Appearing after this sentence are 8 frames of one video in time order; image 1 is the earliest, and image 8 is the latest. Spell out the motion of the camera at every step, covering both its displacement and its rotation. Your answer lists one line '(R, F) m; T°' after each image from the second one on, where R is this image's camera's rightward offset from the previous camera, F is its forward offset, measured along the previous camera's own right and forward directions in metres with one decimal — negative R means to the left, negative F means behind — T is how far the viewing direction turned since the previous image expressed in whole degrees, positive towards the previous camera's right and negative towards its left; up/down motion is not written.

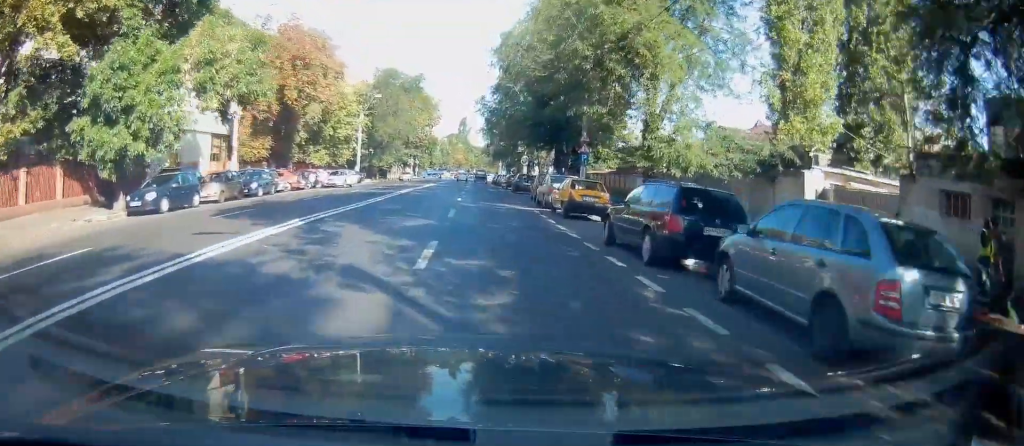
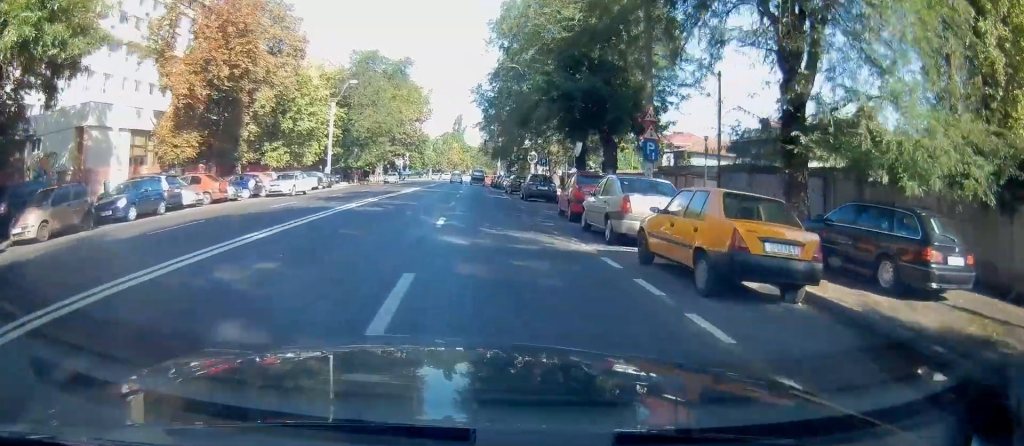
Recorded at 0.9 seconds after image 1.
(-0.1, +12.2) m; 0°
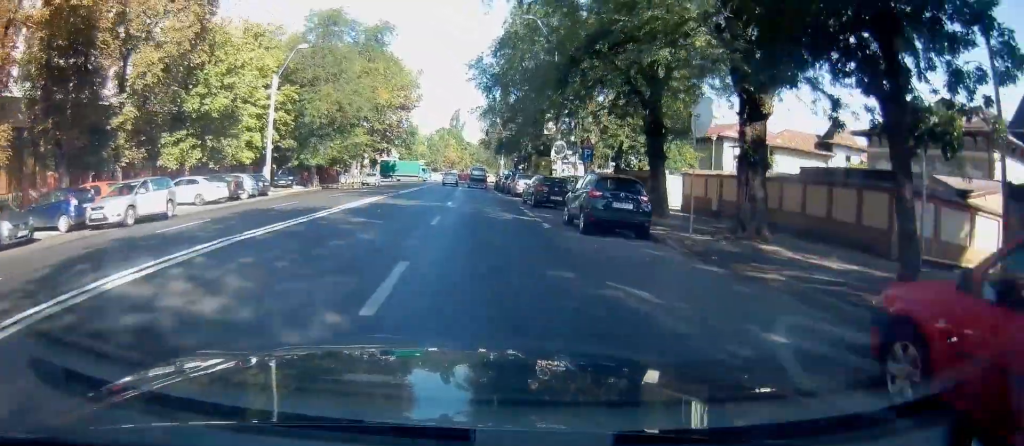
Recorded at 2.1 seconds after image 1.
(+0.3, +17.0) m; +1°
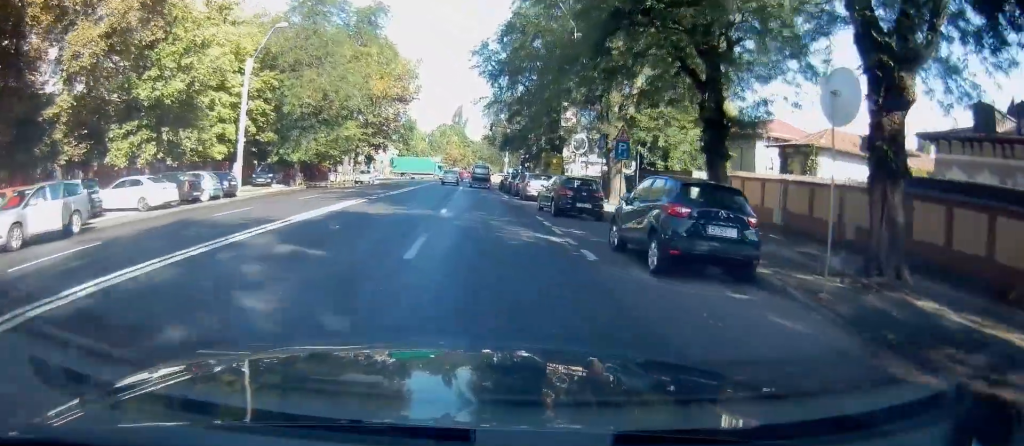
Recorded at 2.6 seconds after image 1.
(-0.1, +5.9) m; 0°
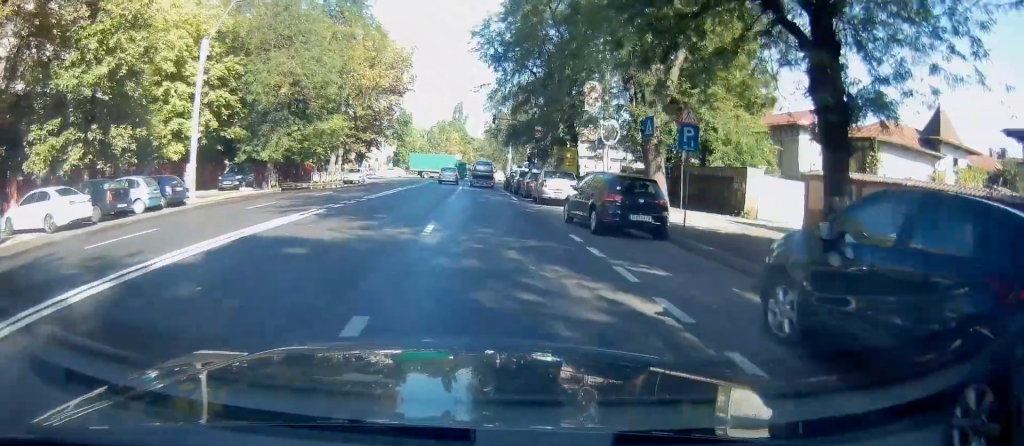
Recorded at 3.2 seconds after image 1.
(+0.1, +6.6) m; +1°
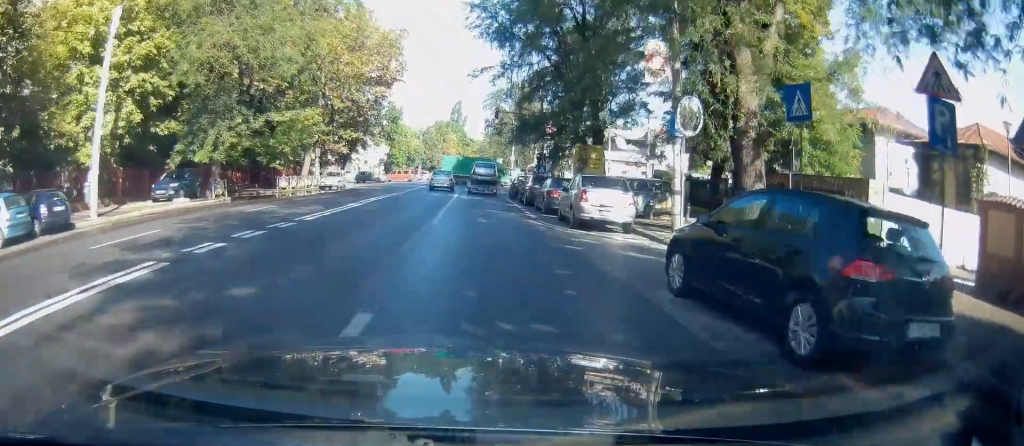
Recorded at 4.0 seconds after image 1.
(+0.1, +9.2) m; +1°
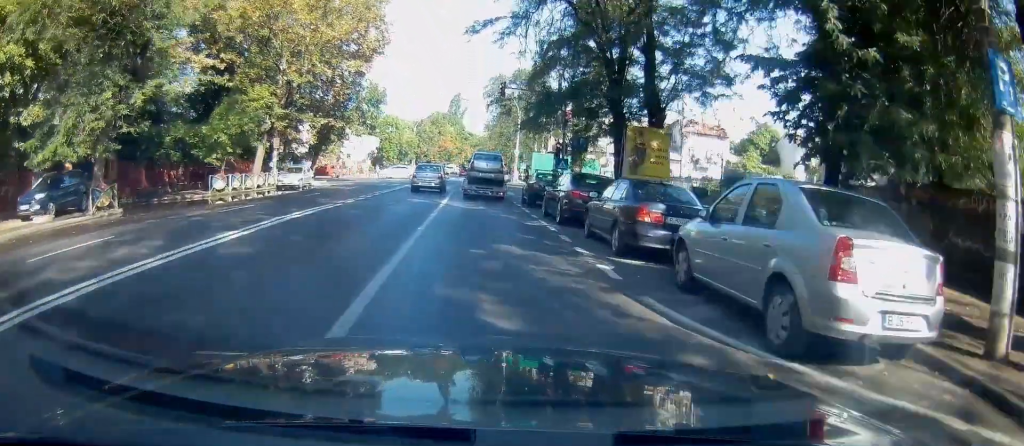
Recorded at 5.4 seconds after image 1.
(+0.1, +11.6) m; +1°
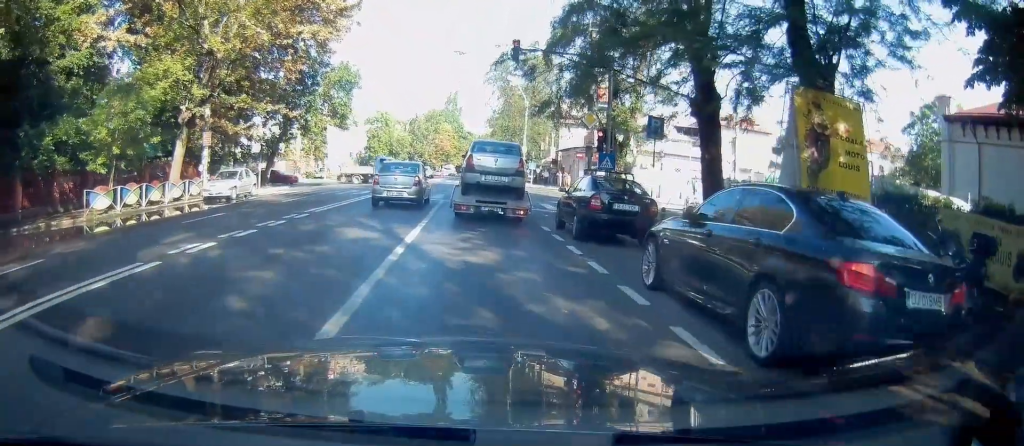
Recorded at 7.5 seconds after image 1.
(+0.2, +12.5) m; +2°
